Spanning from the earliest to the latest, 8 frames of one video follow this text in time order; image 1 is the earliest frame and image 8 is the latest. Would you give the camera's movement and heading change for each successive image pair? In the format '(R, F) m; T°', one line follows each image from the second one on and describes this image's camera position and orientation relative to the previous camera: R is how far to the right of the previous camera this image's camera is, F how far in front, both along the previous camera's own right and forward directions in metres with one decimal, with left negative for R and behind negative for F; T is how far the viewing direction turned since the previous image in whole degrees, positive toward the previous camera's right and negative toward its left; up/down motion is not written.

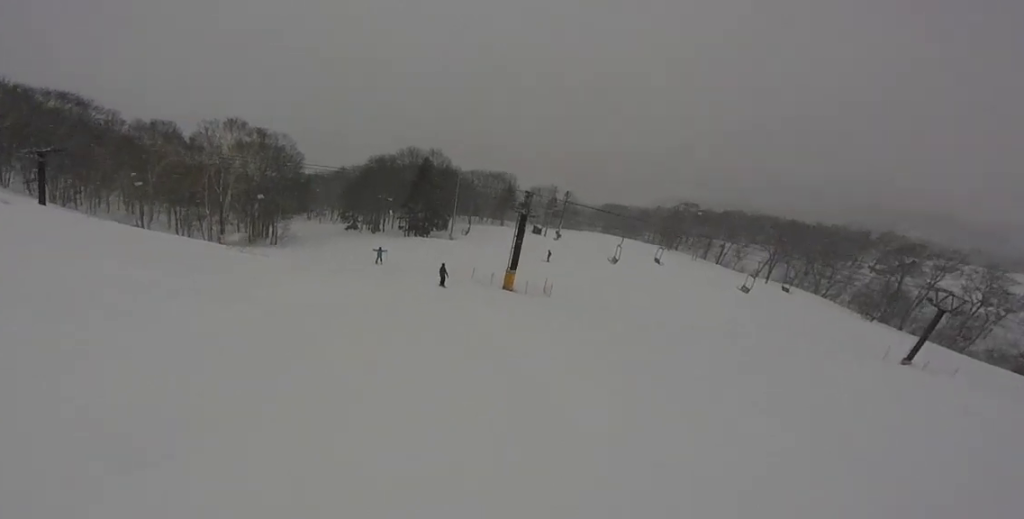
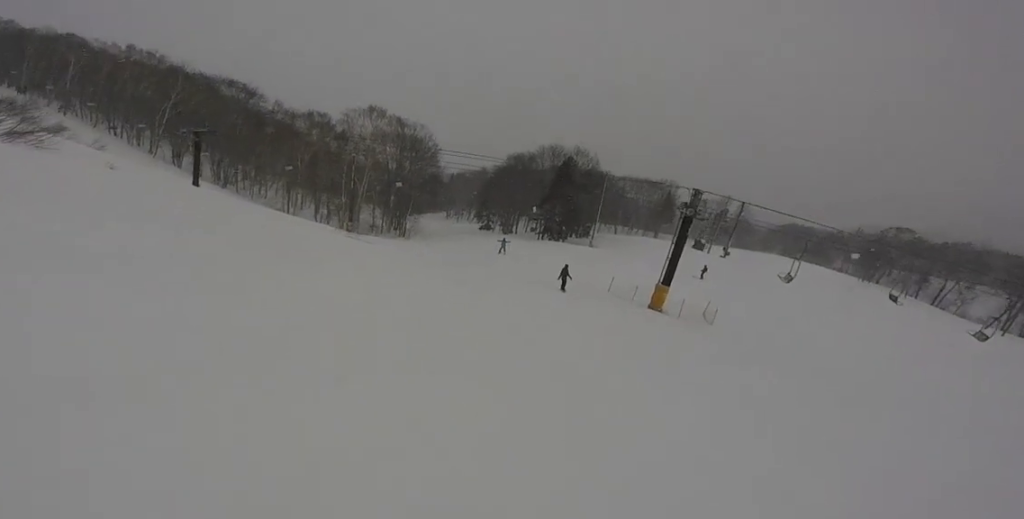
(0.0, +2.0) m; 0°
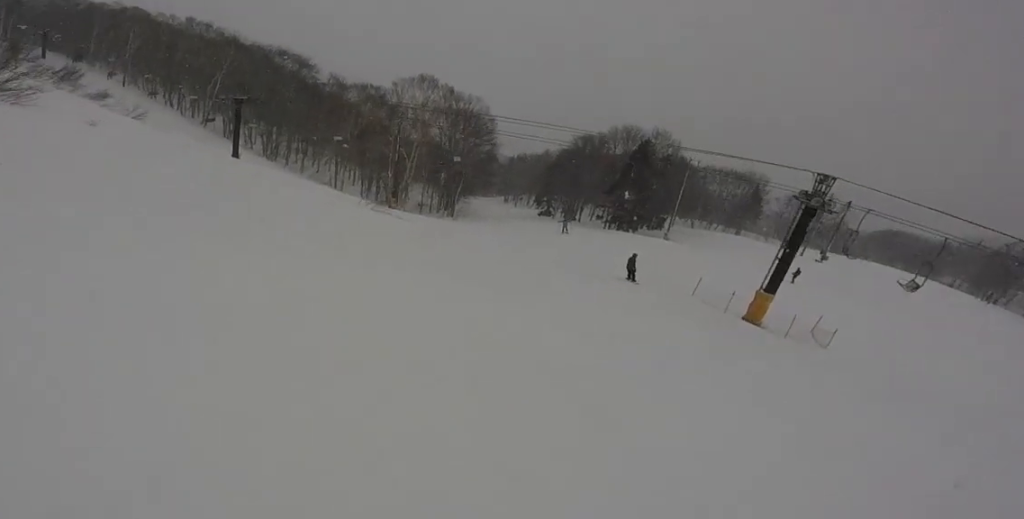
(0.0, +1.9) m; 0°
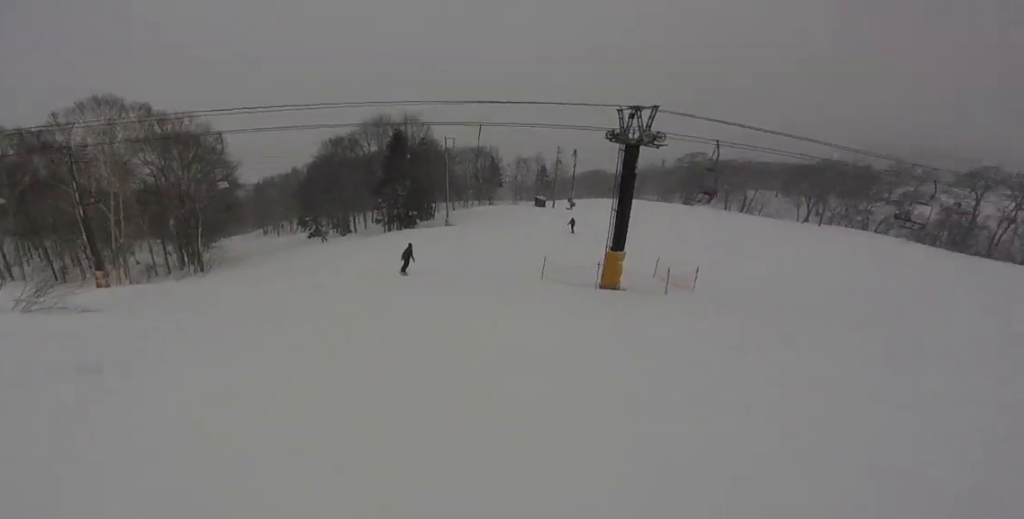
(0.0, +3.8) m; +7°
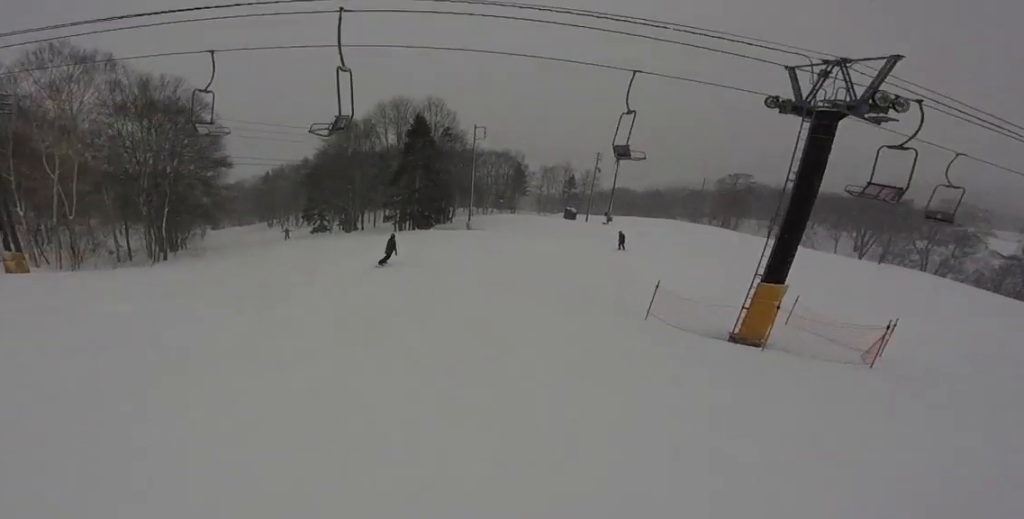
(+0.5, +5.0) m; +3°
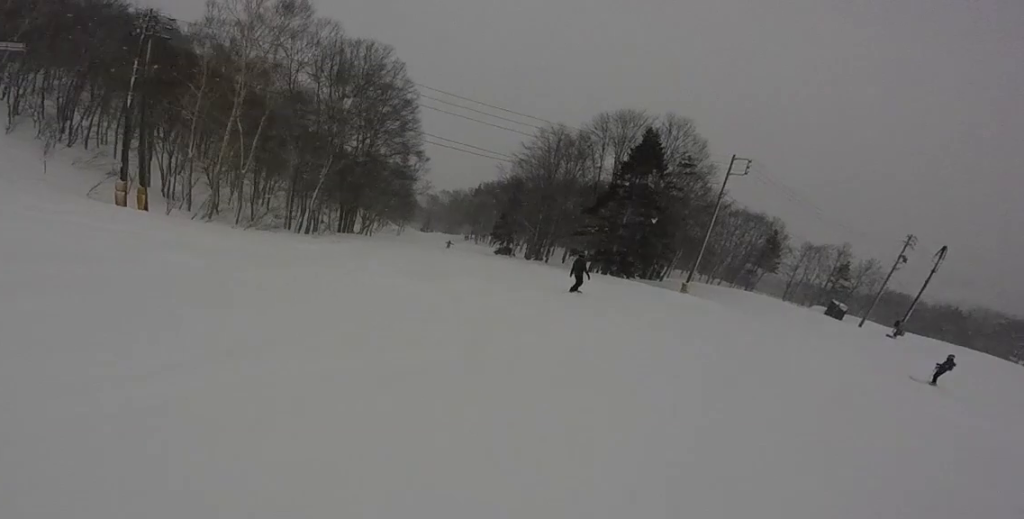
(-0.2, +7.4) m; -6°
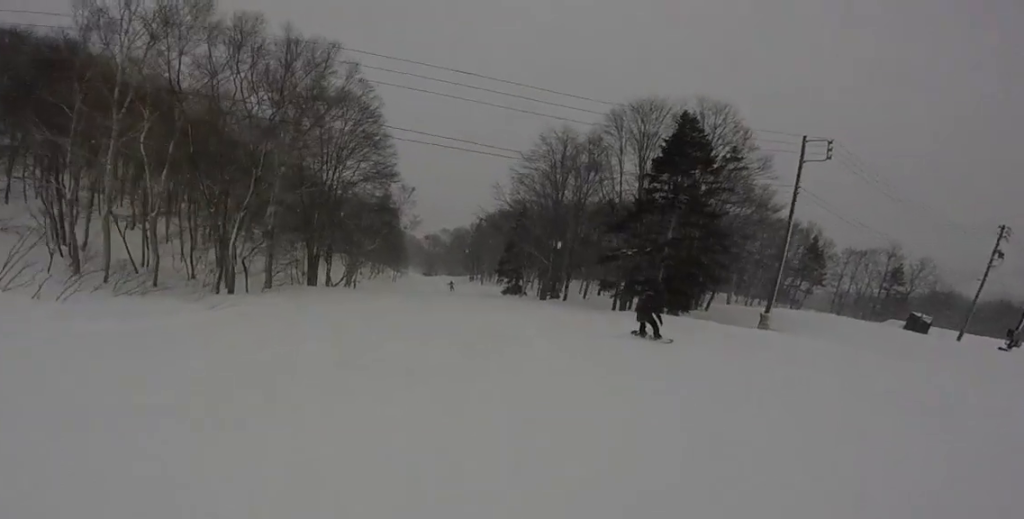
(-0.6, +9.4) m; -11°
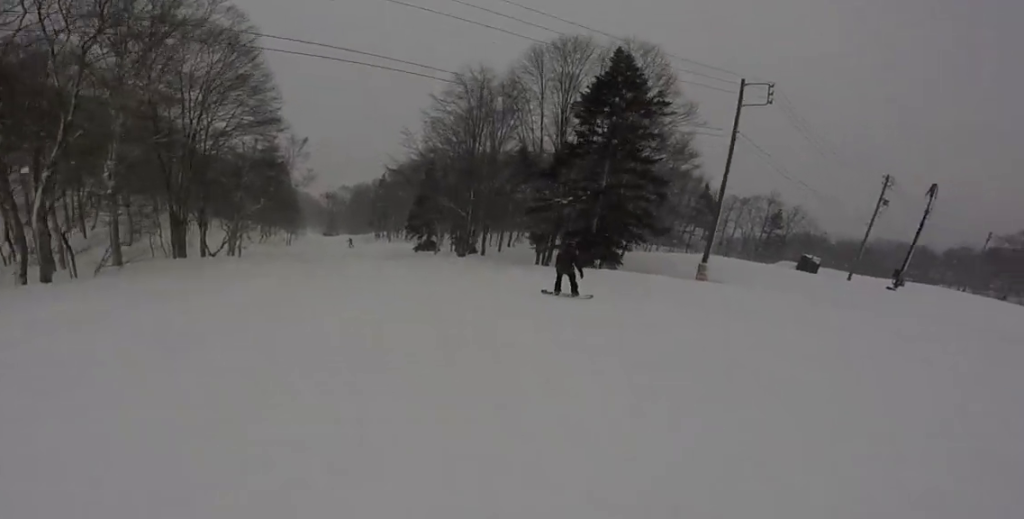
(-0.5, +4.7) m; -1°
